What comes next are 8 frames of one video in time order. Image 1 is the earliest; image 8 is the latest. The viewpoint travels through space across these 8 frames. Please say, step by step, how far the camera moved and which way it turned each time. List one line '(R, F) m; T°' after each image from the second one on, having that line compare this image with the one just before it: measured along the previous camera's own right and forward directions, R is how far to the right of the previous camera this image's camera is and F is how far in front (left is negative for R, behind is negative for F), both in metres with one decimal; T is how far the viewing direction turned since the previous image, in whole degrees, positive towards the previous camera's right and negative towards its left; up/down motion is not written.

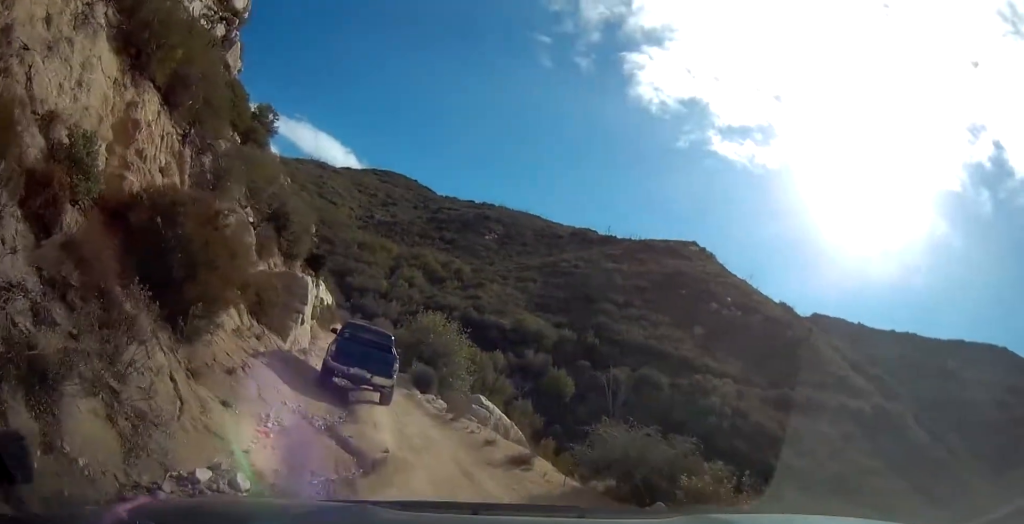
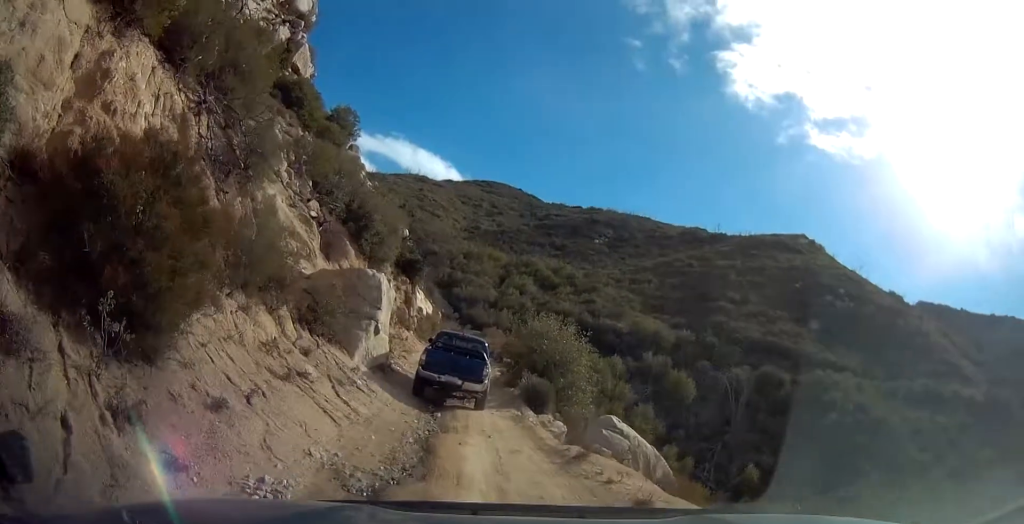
(-0.2, +3.8) m; -13°
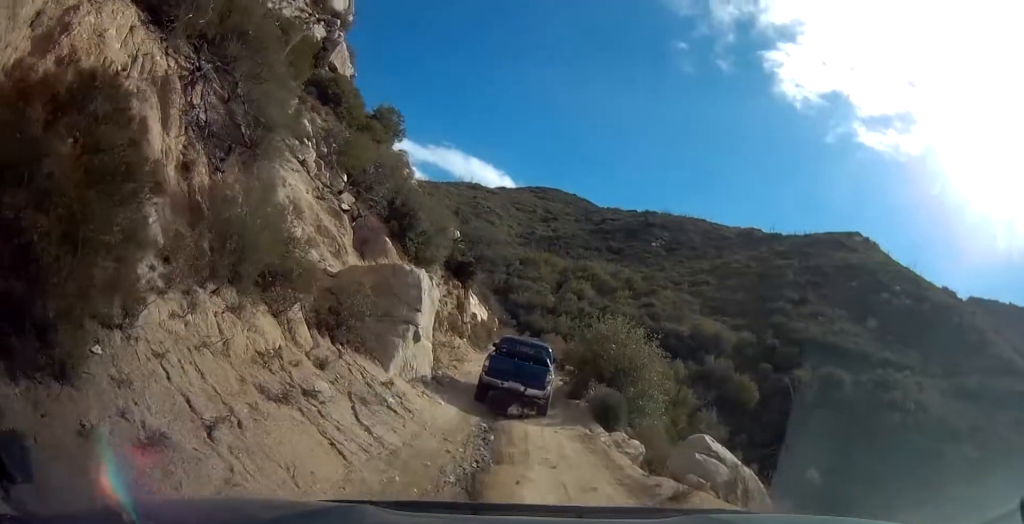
(-0.4, +2.4) m; -5°
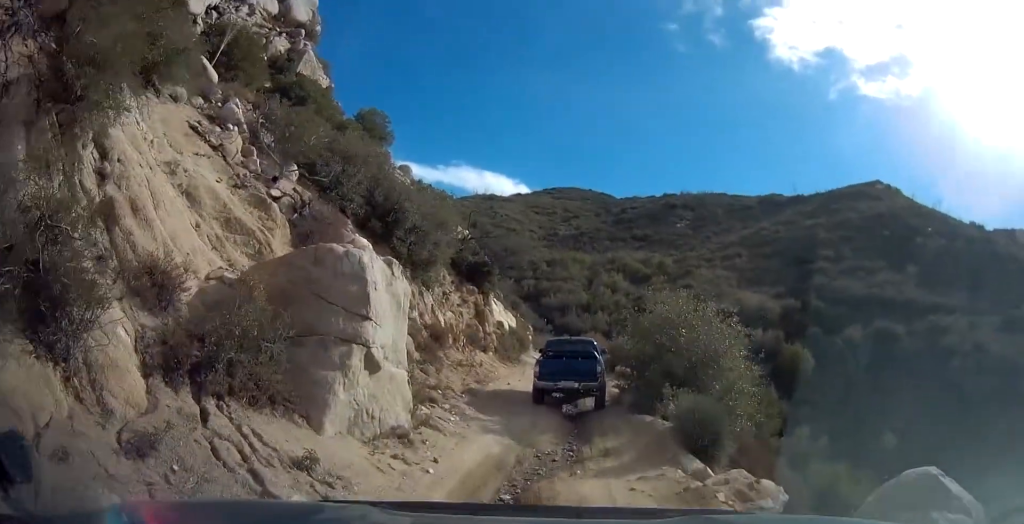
(+0.7, +5.4) m; +2°
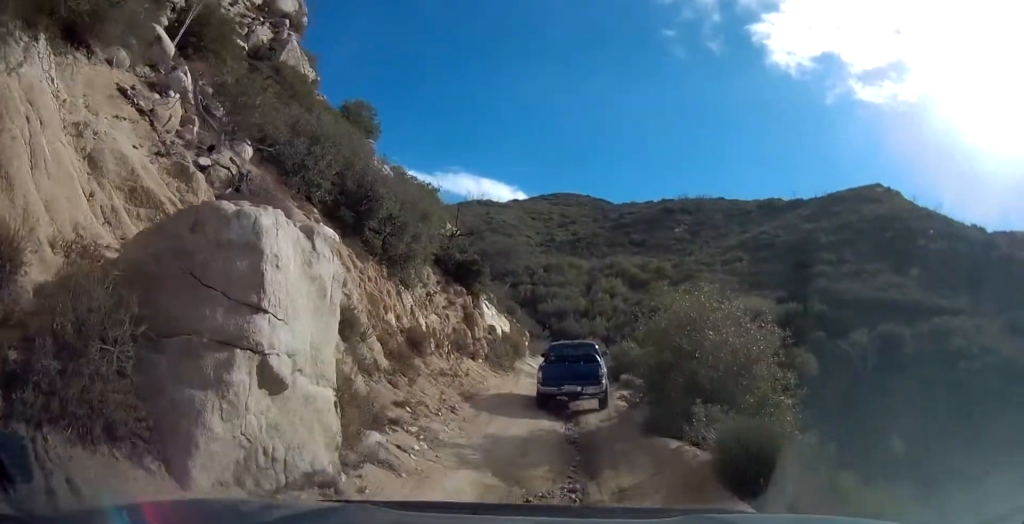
(-0.2, +2.8) m; -3°
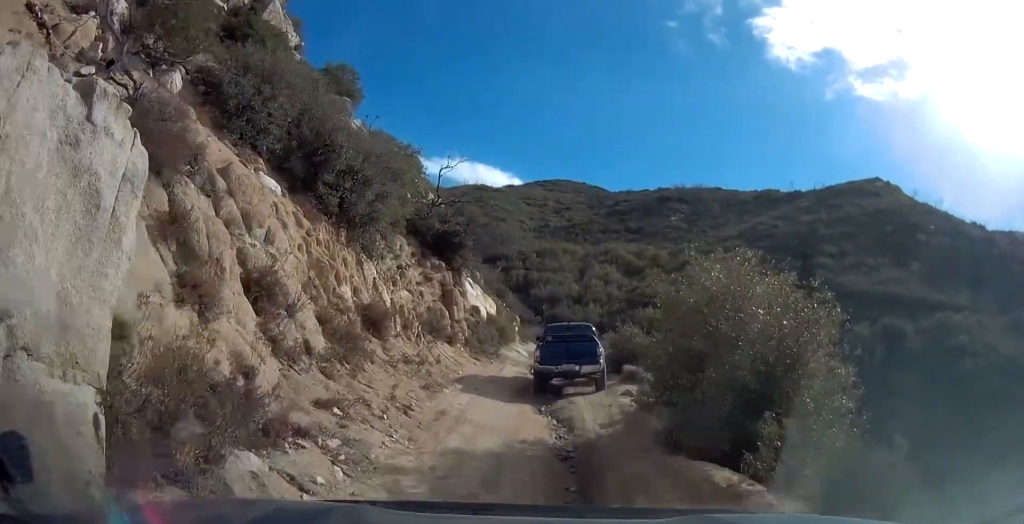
(-0.2, +3.2) m; +1°
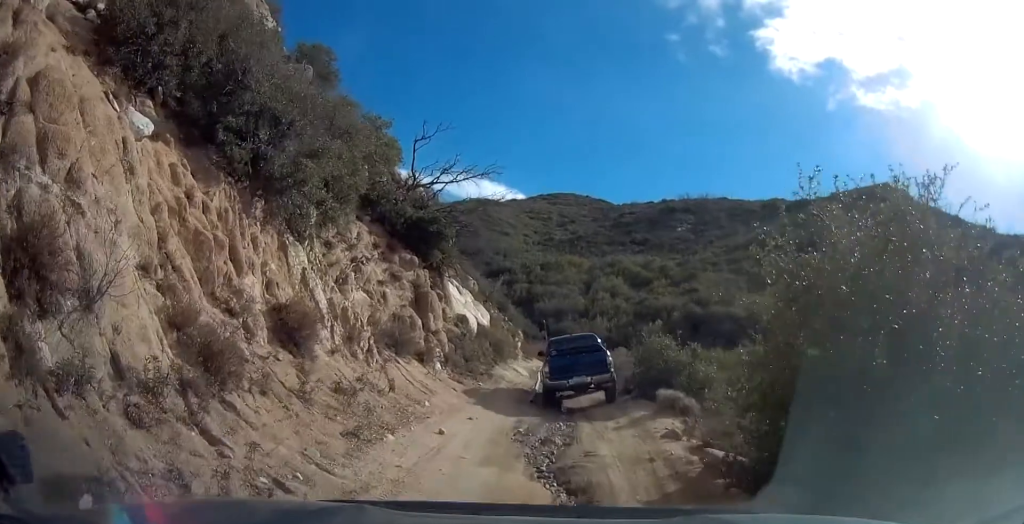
(+0.2, +5.1) m; 0°
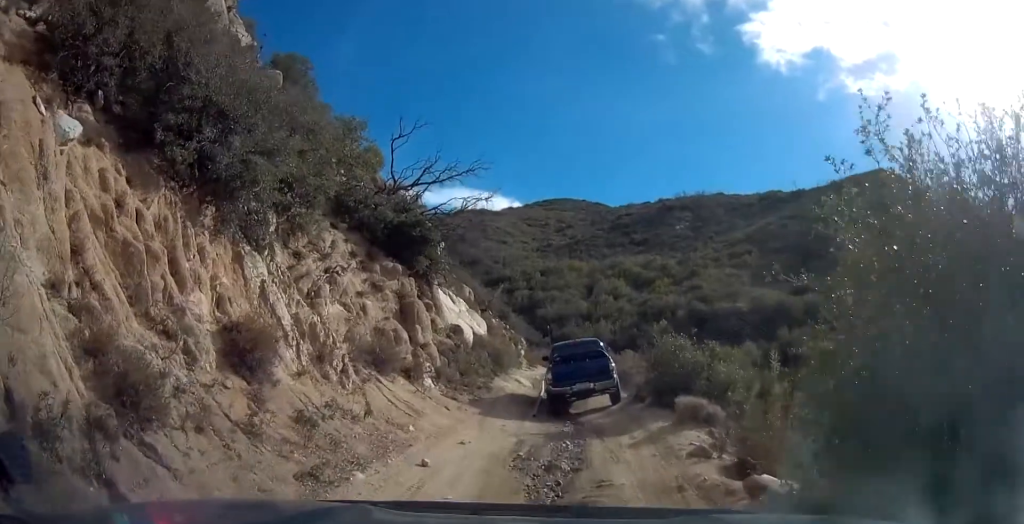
(-0.1, +1.9) m; 0°
